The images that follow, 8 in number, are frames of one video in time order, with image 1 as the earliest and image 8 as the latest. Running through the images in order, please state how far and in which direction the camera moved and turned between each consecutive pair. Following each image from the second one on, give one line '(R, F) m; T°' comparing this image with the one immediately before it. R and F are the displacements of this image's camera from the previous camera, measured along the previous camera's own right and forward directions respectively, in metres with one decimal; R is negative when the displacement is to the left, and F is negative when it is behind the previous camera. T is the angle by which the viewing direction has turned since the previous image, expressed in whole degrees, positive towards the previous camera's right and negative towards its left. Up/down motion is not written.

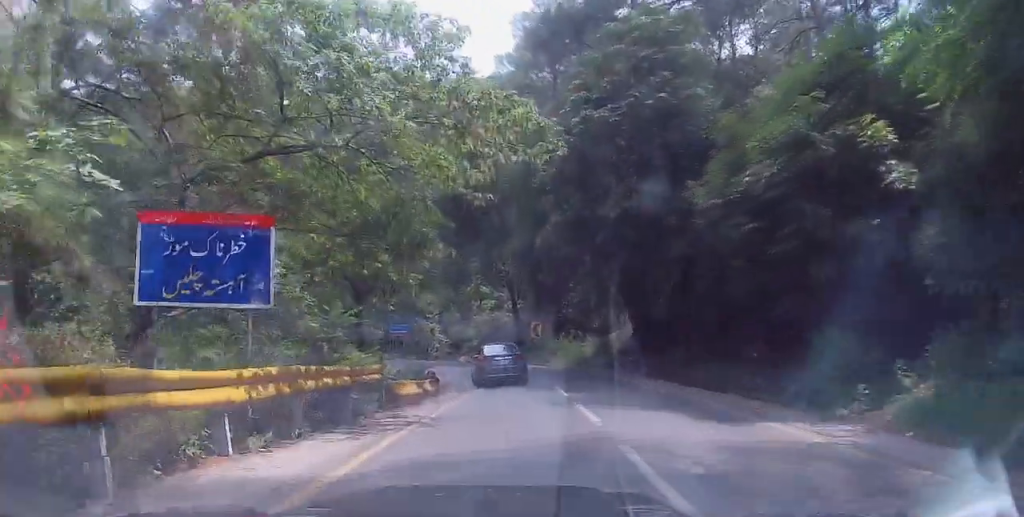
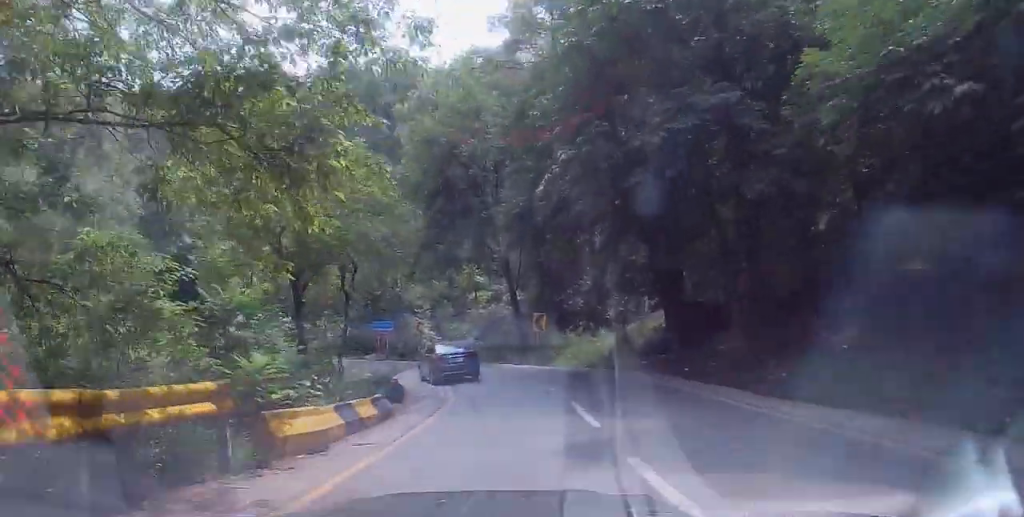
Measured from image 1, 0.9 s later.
(0.0, +7.0) m; -2°
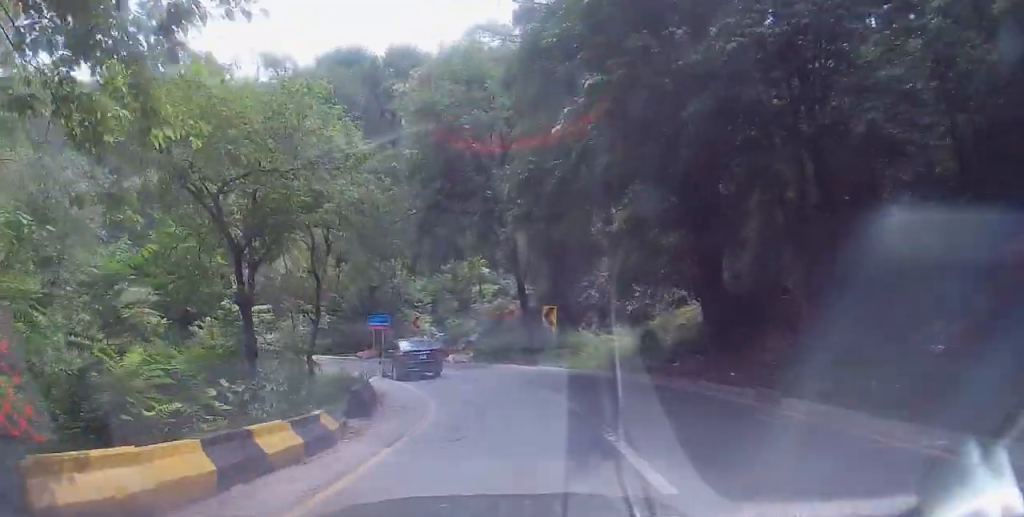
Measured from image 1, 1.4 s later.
(-0.1, +4.1) m; -2°
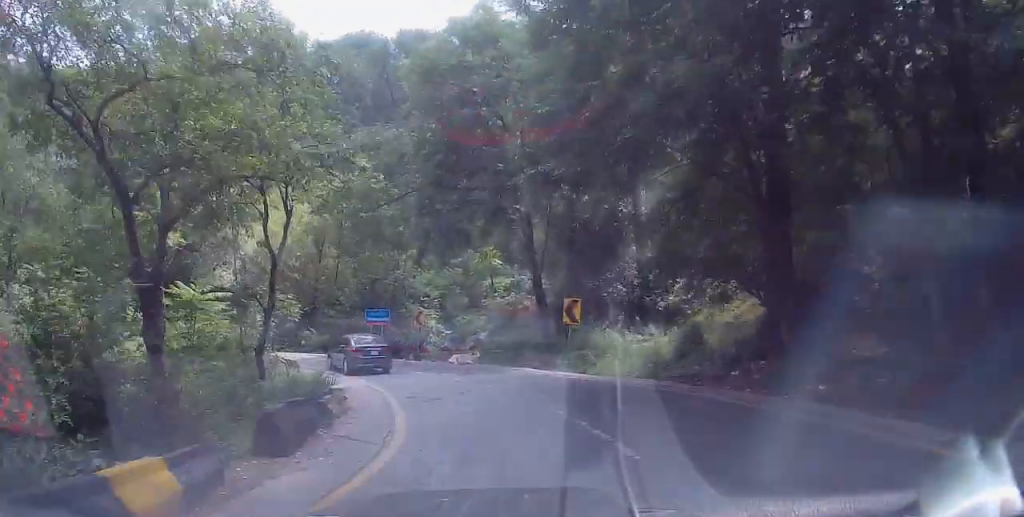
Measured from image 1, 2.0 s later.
(-0.2, +4.7) m; -1°
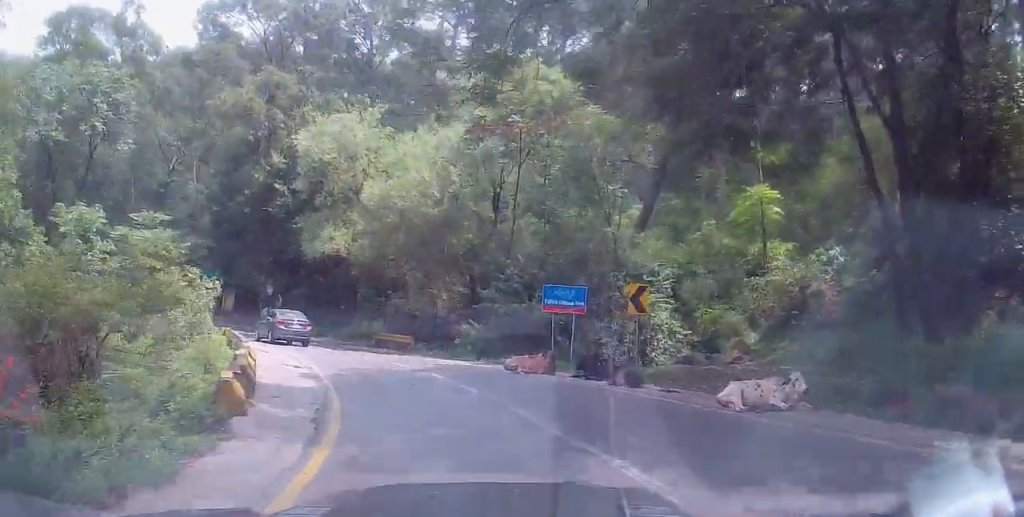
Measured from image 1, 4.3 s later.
(-2.2, +17.5) m; -20°
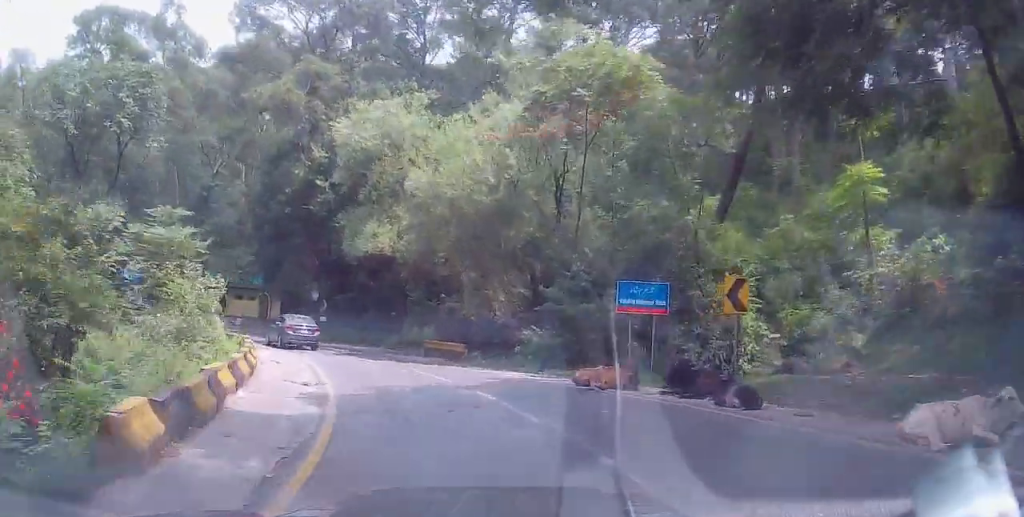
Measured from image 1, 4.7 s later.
(-0.2, +3.5) m; -5°
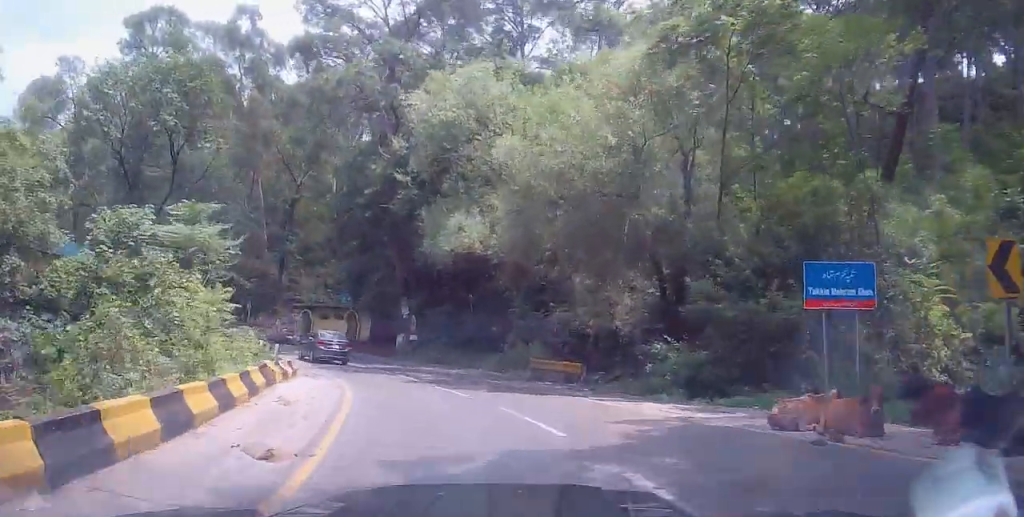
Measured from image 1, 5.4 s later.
(-0.2, +6.0) m; -8°
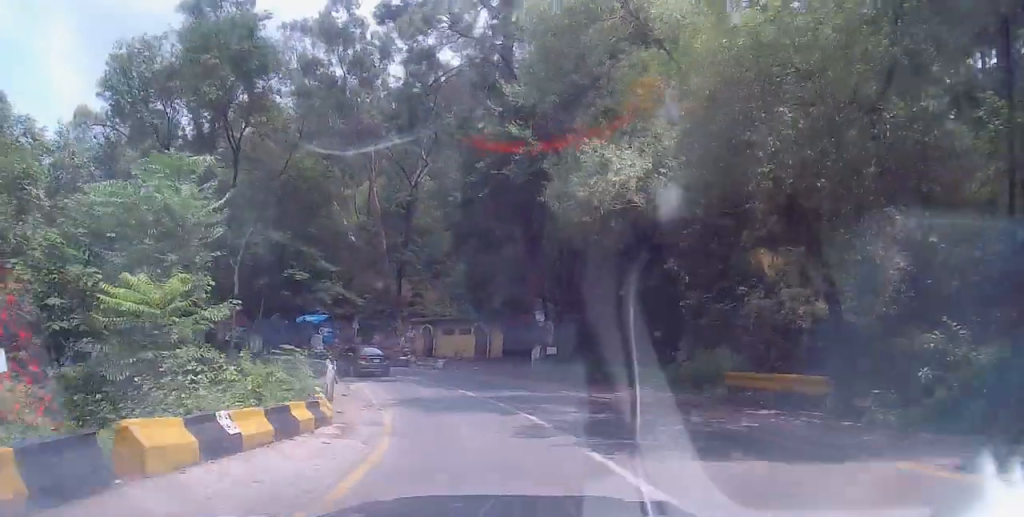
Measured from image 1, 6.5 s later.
(-1.1, +8.6) m; -14°
